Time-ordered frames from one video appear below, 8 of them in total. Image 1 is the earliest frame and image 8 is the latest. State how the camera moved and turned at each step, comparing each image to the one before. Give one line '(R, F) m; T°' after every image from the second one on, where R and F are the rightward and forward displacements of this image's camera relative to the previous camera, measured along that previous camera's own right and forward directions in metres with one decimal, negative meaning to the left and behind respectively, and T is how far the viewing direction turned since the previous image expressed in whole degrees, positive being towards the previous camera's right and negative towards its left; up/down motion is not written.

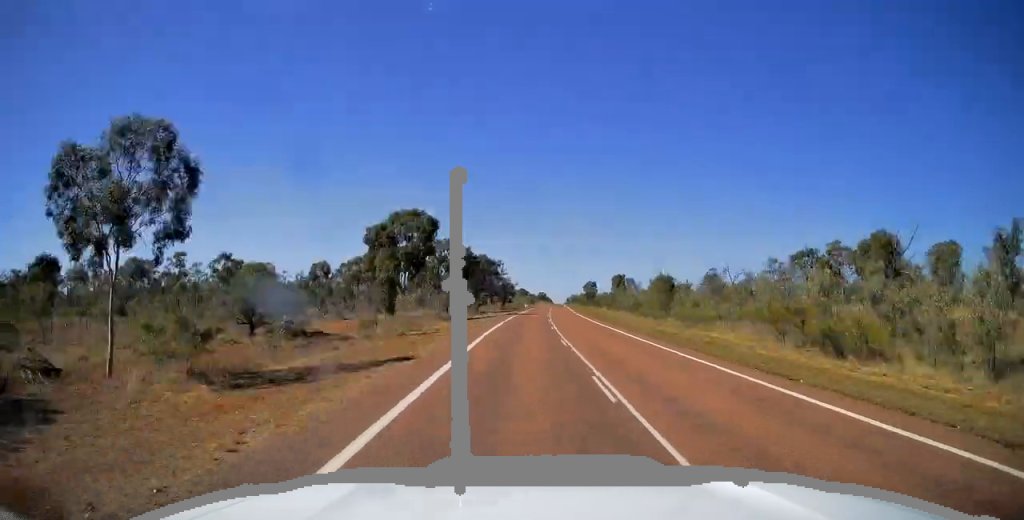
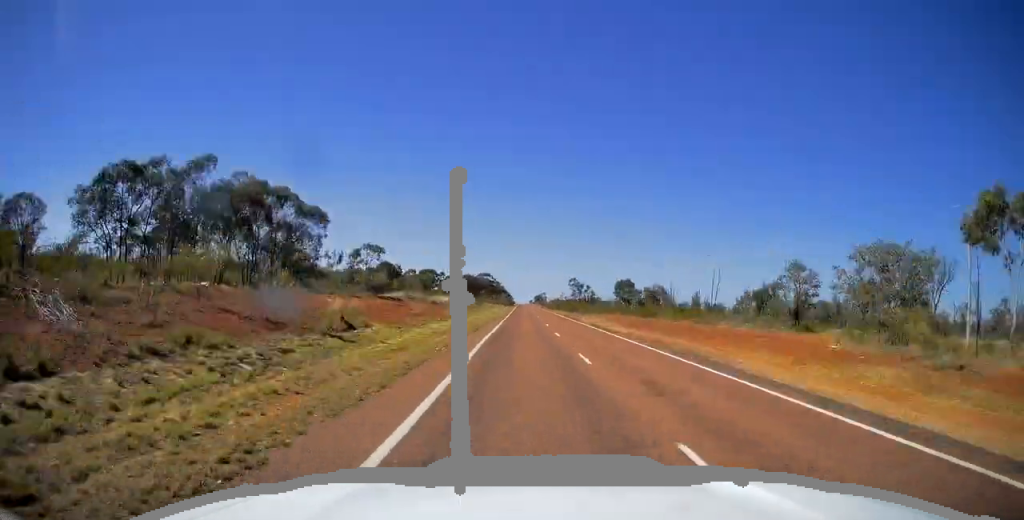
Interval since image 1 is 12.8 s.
(+17.6, +401.6) m; +3°
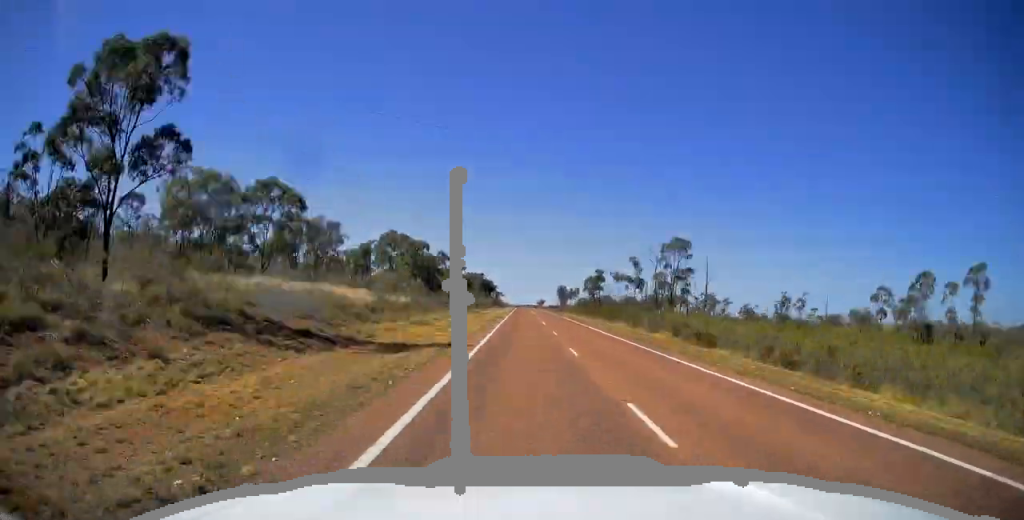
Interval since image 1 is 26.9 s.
(+1.0, +439.2) m; 0°
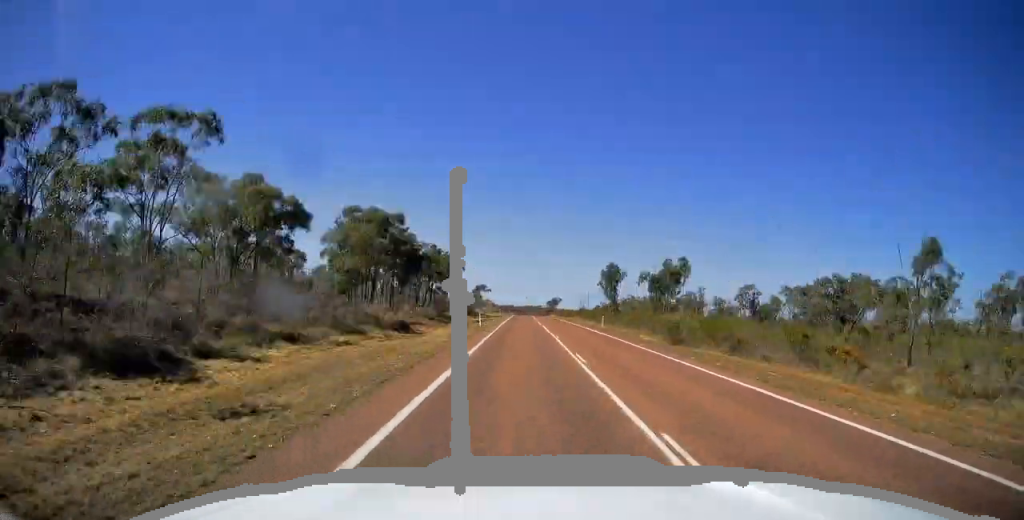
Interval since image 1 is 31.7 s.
(-0.3, +149.7) m; 0°
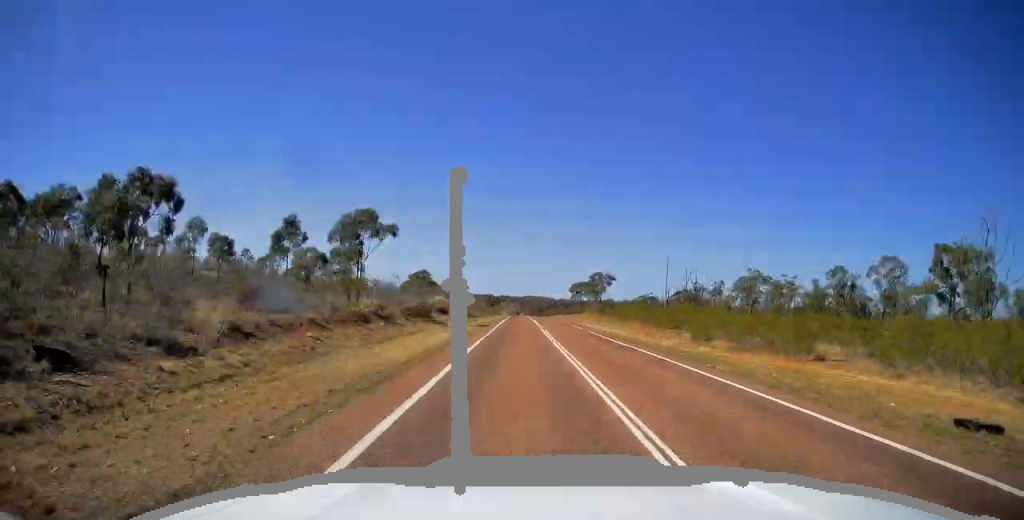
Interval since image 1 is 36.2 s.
(-0.2, +139.6) m; -1°
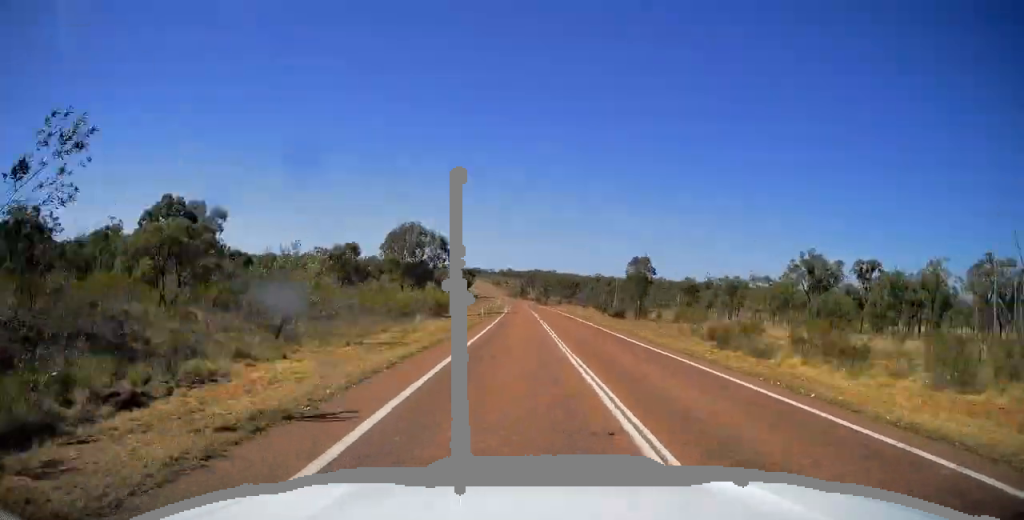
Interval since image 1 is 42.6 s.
(+0.2, +199.3) m; -2°
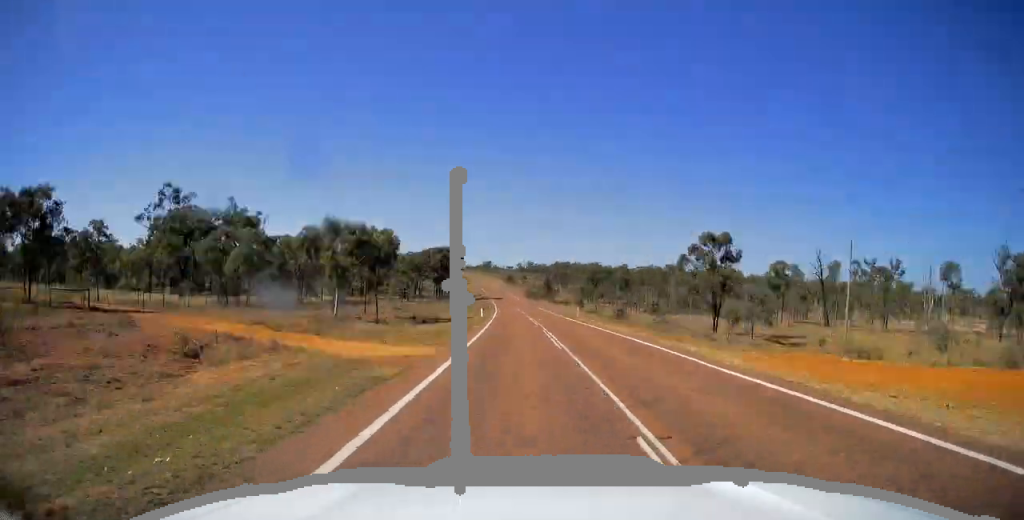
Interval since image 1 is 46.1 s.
(-3.1, +109.4) m; -3°
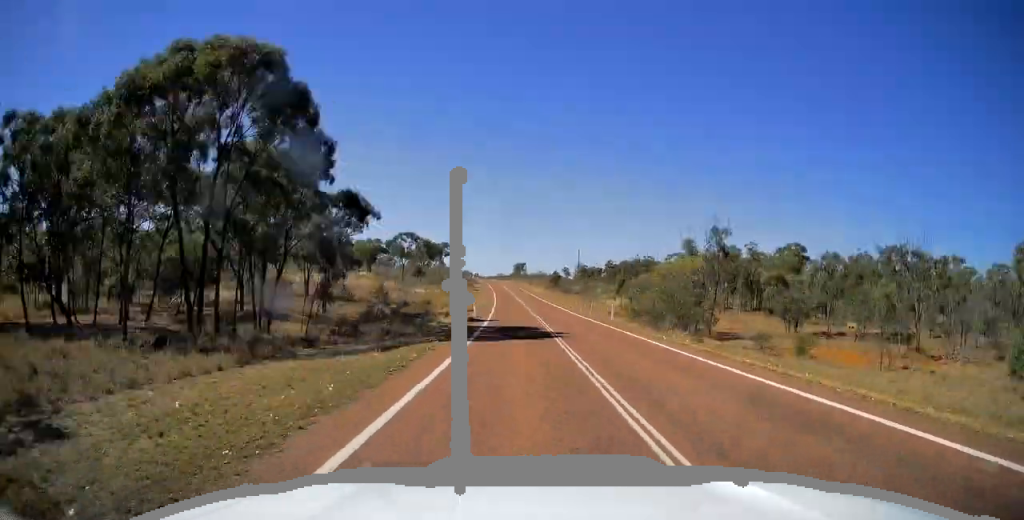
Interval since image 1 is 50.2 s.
(+1.4, +129.3) m; -3°
